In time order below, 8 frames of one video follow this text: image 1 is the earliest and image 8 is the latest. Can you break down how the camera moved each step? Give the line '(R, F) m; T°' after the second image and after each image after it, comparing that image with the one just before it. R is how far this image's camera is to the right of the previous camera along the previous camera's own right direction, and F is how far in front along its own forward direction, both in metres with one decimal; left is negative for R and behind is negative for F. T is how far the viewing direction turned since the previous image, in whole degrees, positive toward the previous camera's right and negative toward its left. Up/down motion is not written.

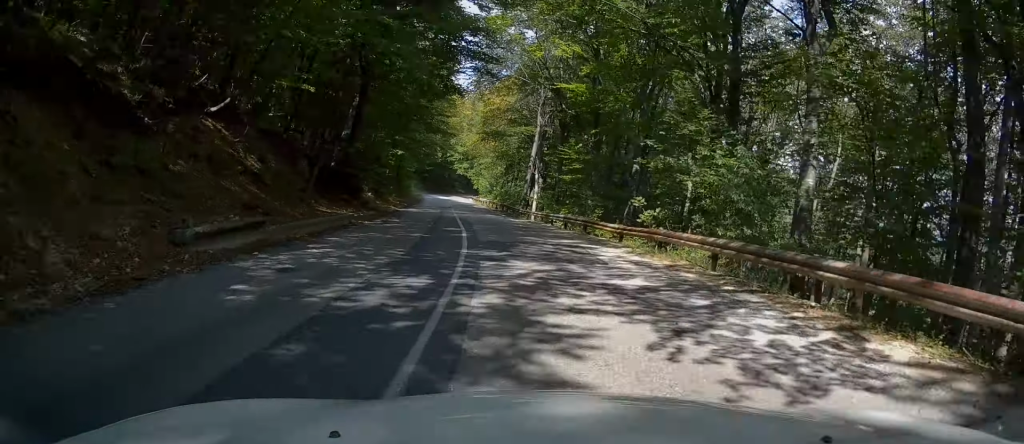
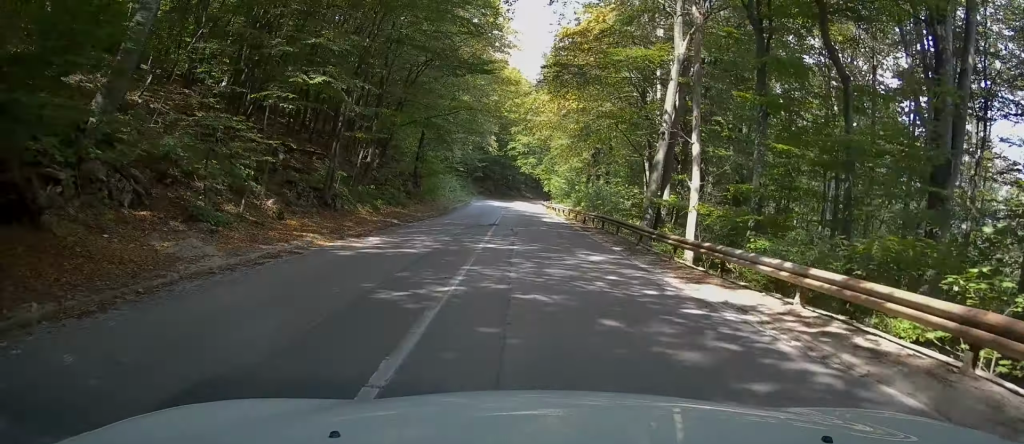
(-1.0, +30.2) m; -4°
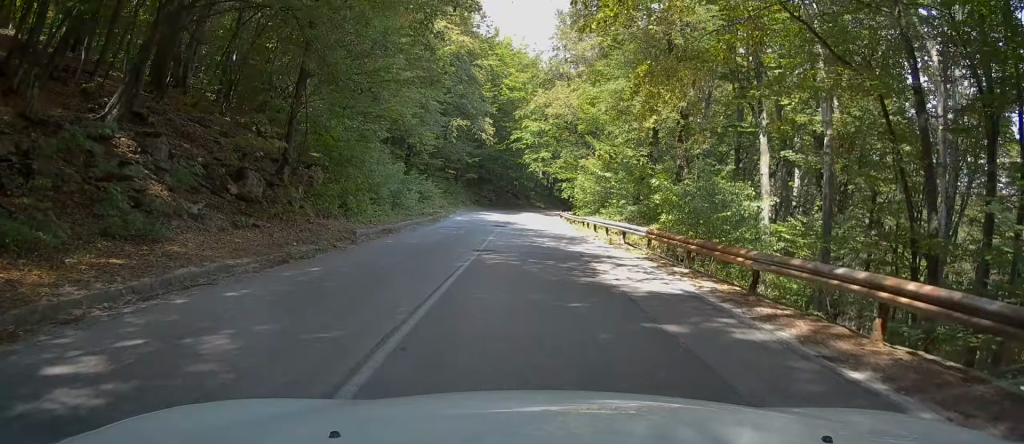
(-0.6, +26.3) m; -2°
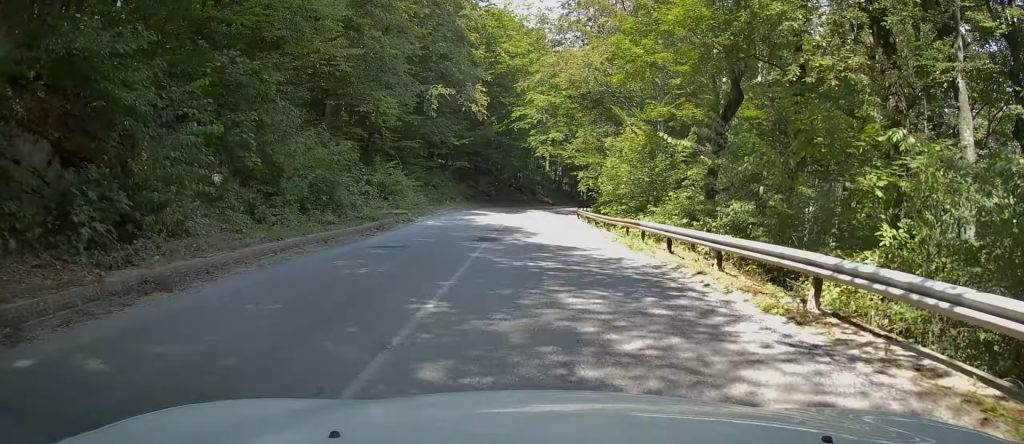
(0.0, +14.3) m; +1°
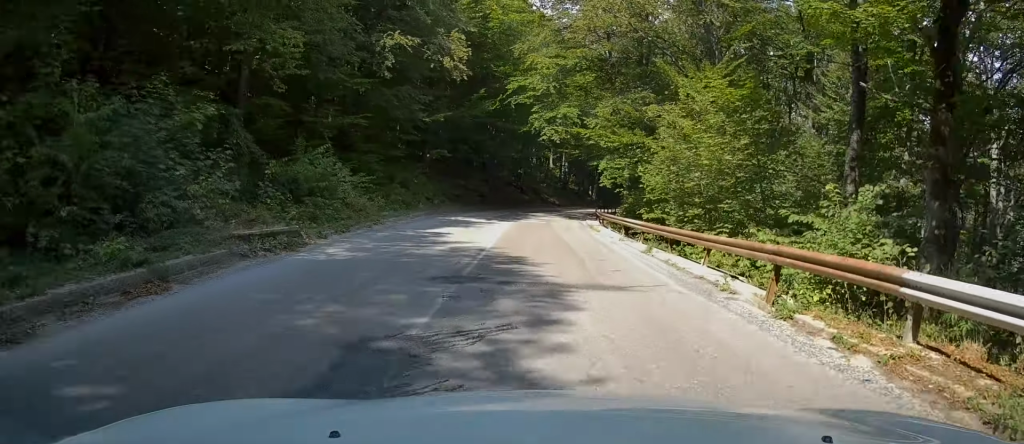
(+0.1, +13.8) m; +1°
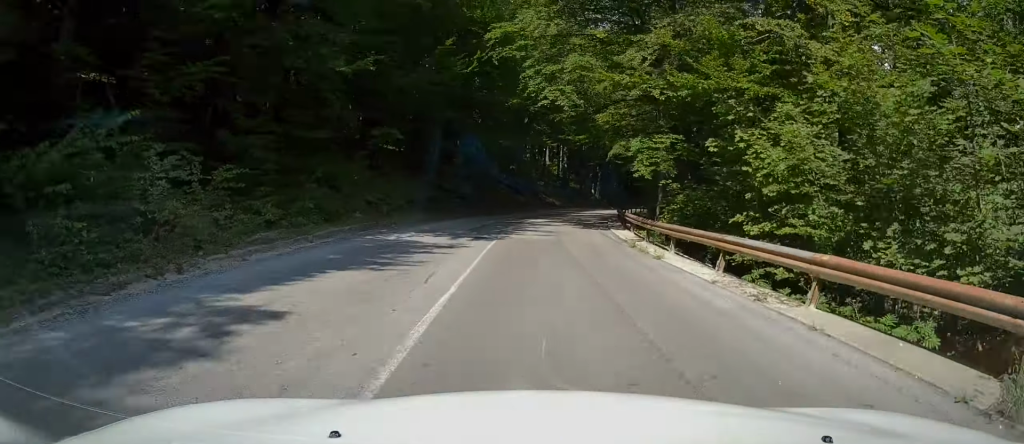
(+0.1, +13.3) m; +1°
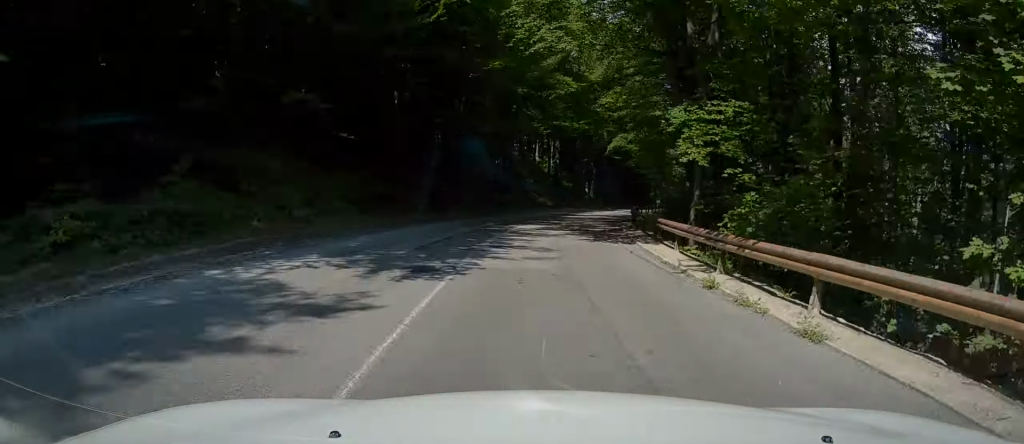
(-0.1, +8.7) m; +1°
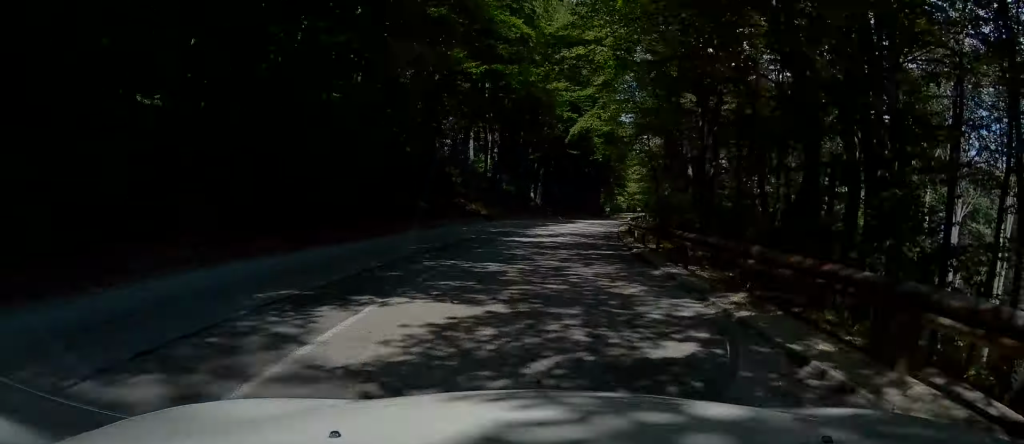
(+0.7, +18.9) m; +5°
